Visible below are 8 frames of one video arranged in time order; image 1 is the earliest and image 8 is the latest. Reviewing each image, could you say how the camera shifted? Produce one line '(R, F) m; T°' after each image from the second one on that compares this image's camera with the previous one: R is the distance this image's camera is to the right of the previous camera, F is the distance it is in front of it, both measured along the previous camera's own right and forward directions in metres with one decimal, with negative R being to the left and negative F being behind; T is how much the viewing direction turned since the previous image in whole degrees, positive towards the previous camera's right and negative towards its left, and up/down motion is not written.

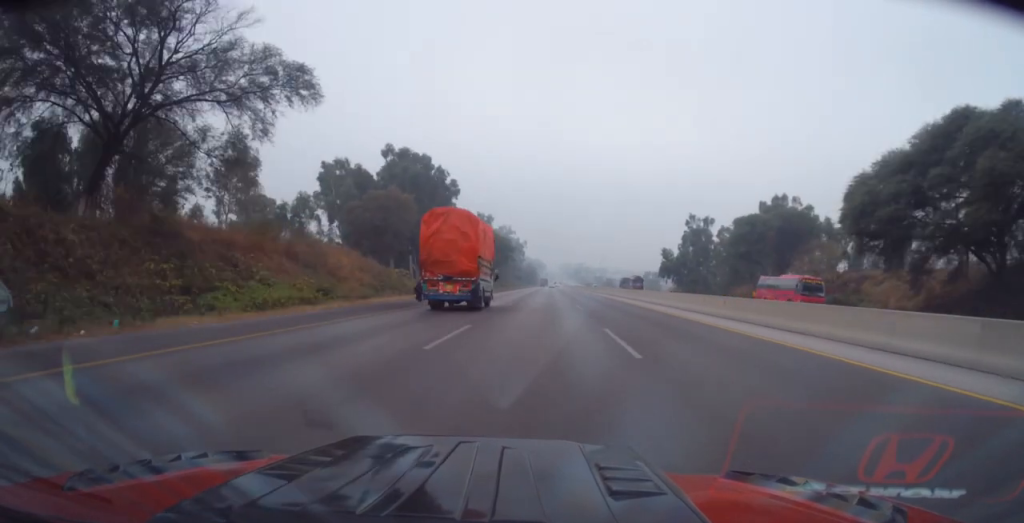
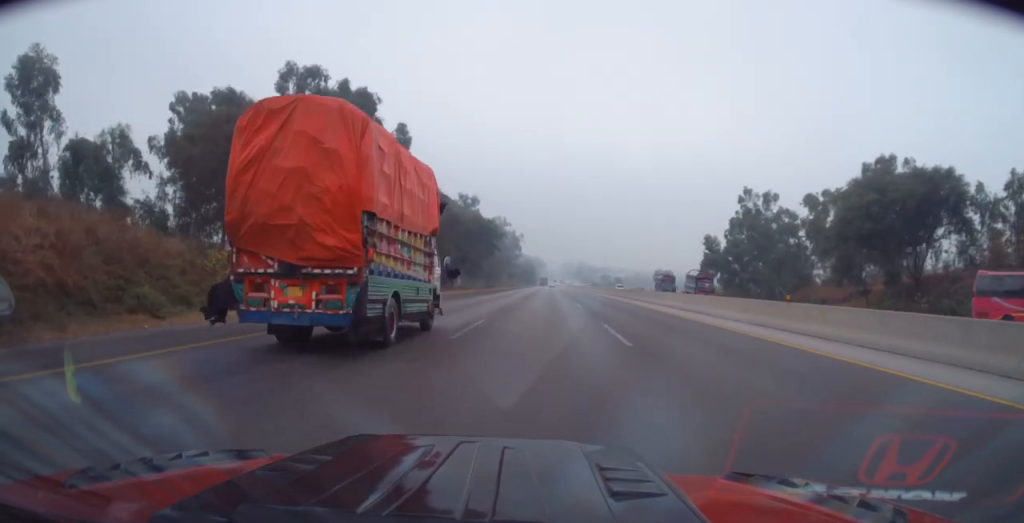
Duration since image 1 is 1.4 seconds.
(+0.3, +34.0) m; +1°
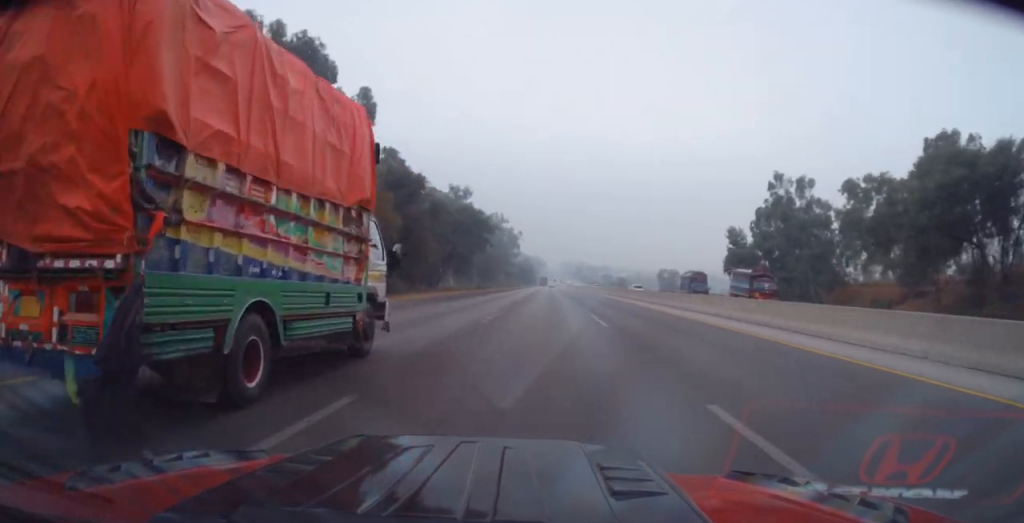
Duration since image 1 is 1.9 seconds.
(0.0, +12.4) m; 0°
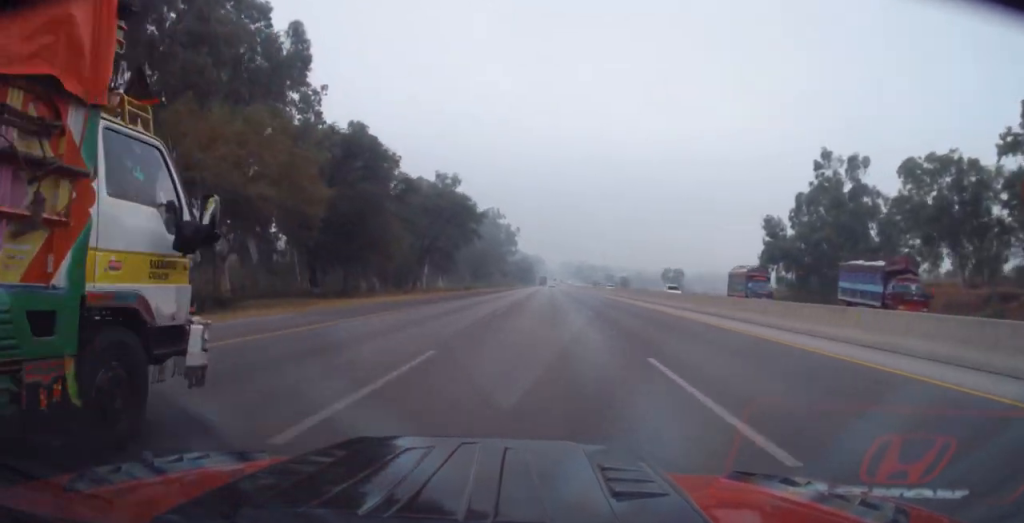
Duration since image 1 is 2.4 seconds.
(0.0, +14.0) m; 0°
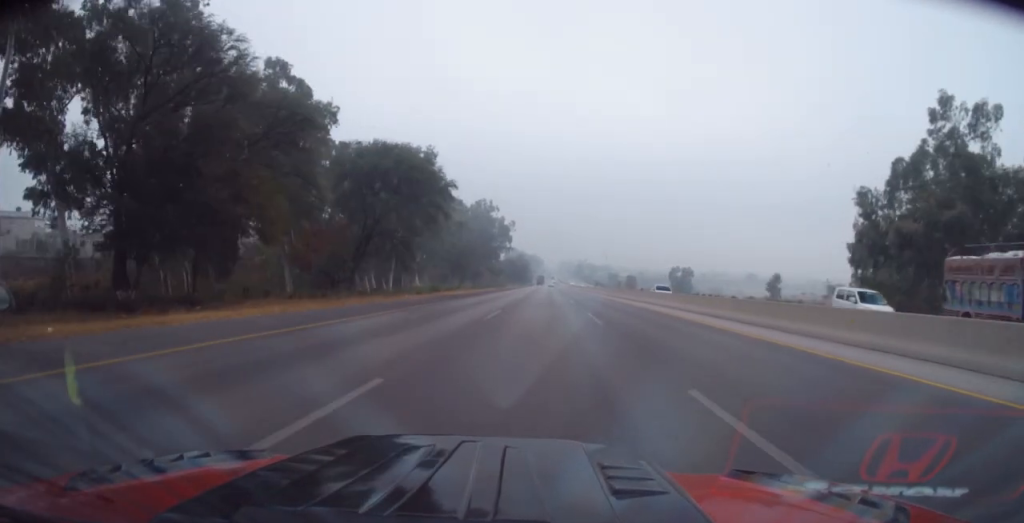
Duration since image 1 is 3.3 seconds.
(-0.3, +21.2) m; 0°
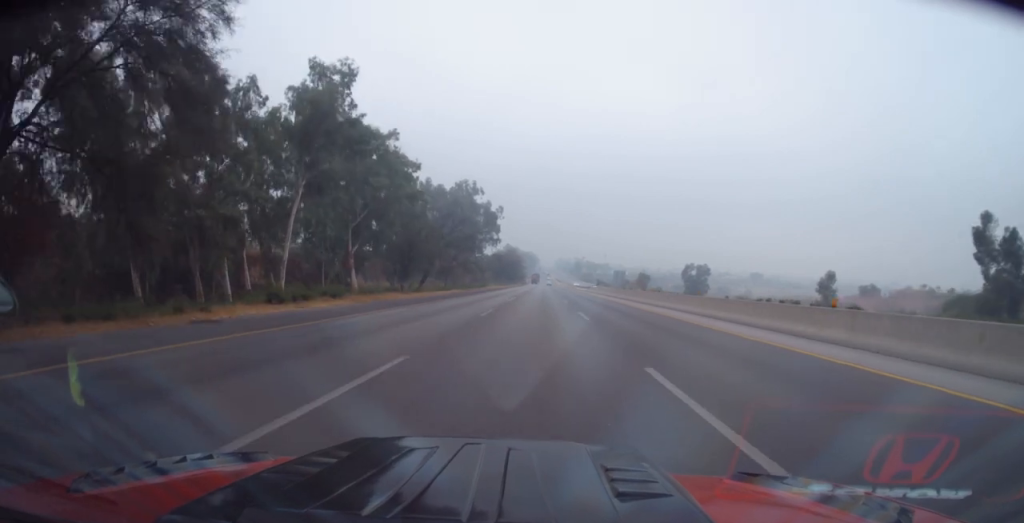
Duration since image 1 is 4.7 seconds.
(+0.5, +33.8) m; +1°
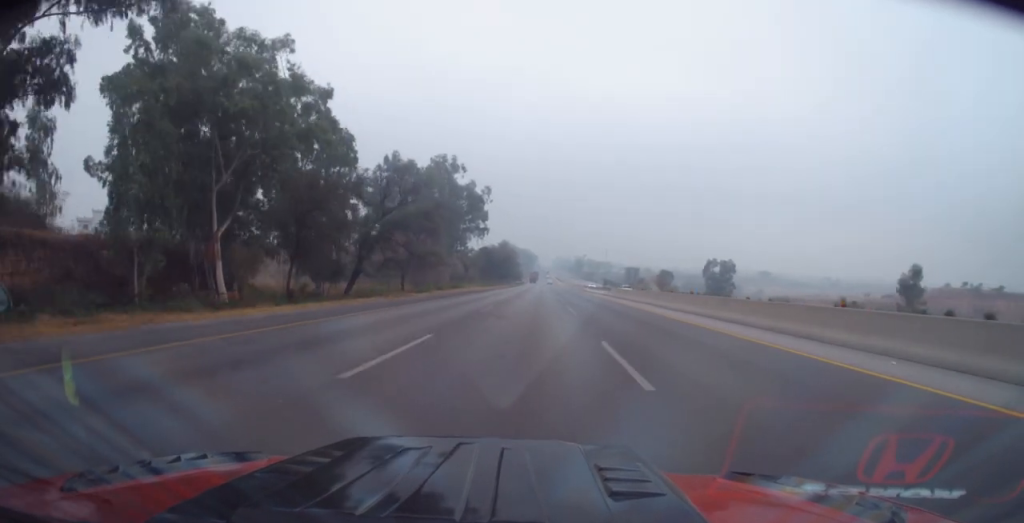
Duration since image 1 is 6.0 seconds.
(0.0, +32.0) m; -1°
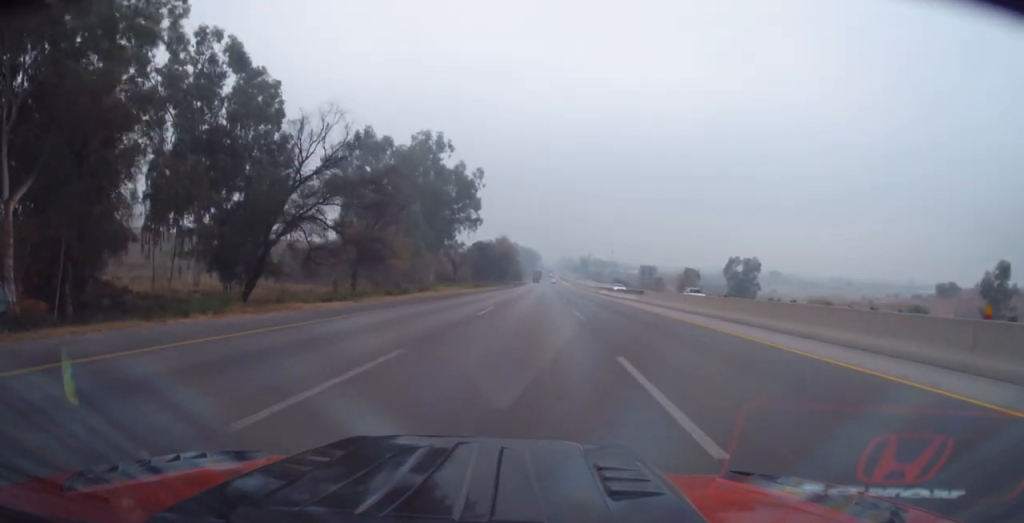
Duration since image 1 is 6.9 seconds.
(-0.2, +21.6) m; 0°
